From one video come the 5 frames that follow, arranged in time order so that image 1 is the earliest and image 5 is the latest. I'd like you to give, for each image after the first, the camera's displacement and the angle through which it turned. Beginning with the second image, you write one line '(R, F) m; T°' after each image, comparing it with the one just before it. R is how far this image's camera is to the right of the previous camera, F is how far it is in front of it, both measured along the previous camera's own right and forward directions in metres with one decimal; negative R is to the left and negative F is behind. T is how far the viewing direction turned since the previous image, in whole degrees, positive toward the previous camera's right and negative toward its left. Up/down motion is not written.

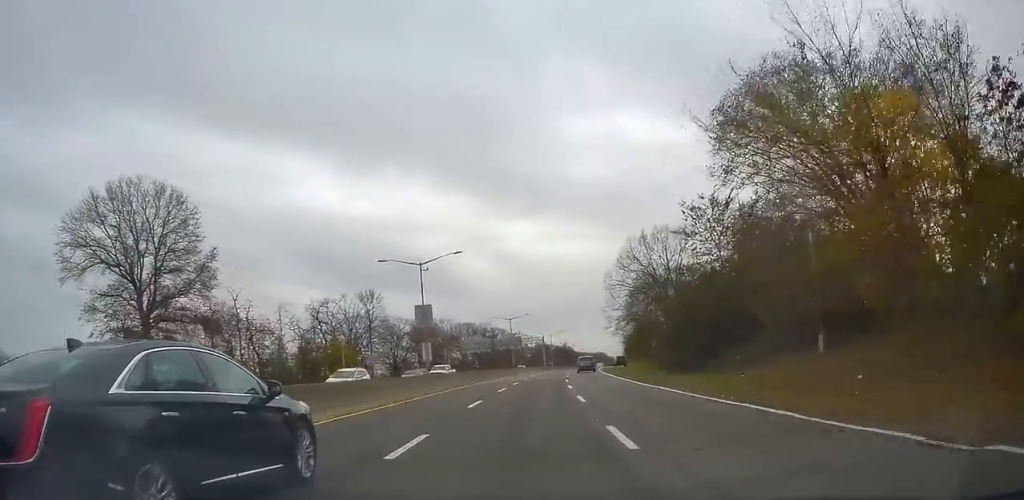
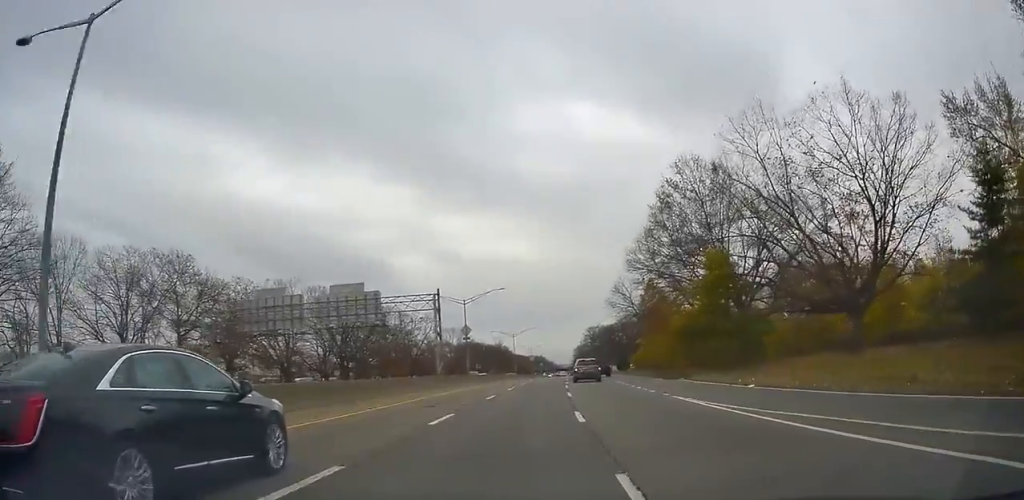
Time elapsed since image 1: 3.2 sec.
(+5.1, +85.0) m; +8°
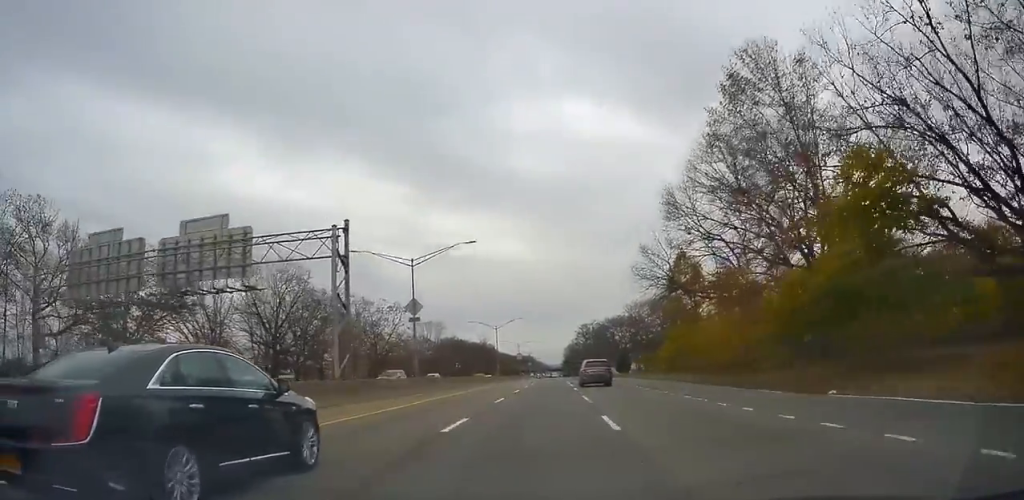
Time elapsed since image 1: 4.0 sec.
(+1.0, +22.1) m; +2°
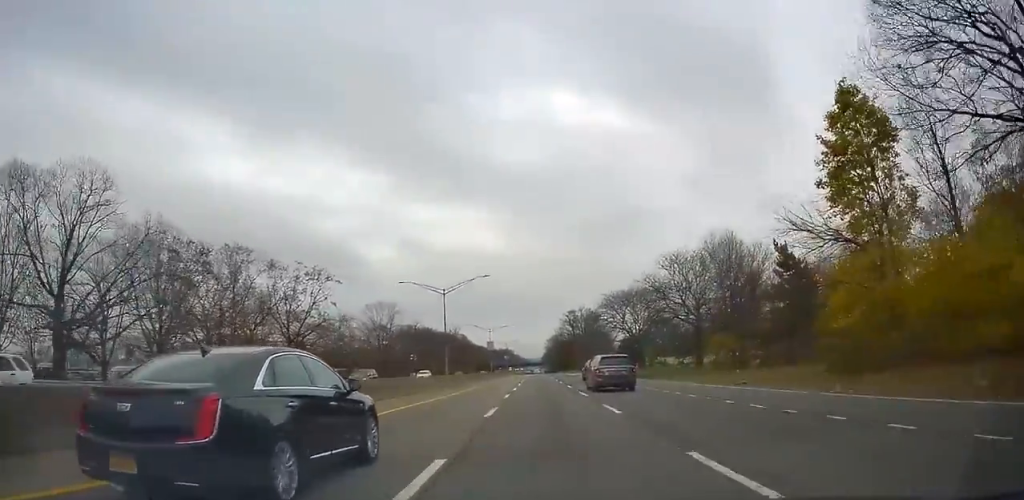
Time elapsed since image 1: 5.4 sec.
(+0.6, +36.5) m; +2°
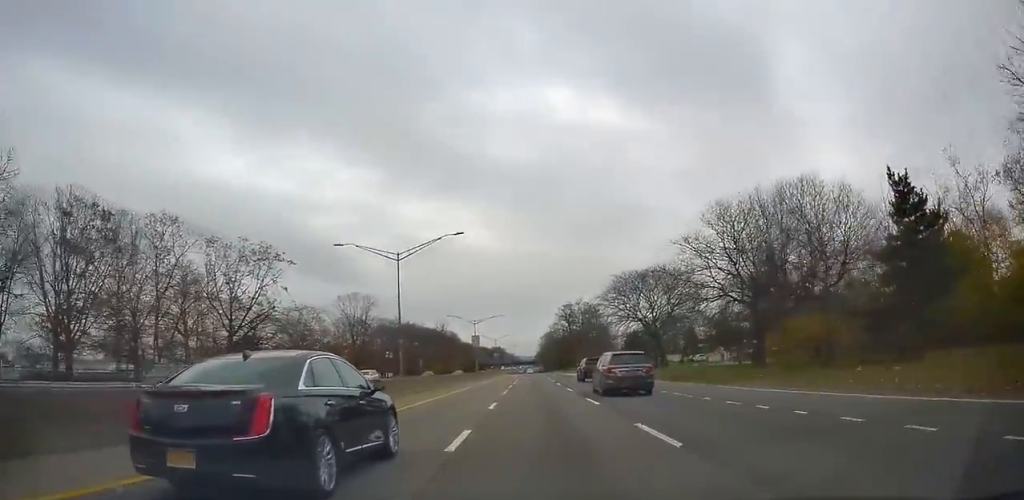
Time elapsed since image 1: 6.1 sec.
(+0.2, +16.2) m; +1°
